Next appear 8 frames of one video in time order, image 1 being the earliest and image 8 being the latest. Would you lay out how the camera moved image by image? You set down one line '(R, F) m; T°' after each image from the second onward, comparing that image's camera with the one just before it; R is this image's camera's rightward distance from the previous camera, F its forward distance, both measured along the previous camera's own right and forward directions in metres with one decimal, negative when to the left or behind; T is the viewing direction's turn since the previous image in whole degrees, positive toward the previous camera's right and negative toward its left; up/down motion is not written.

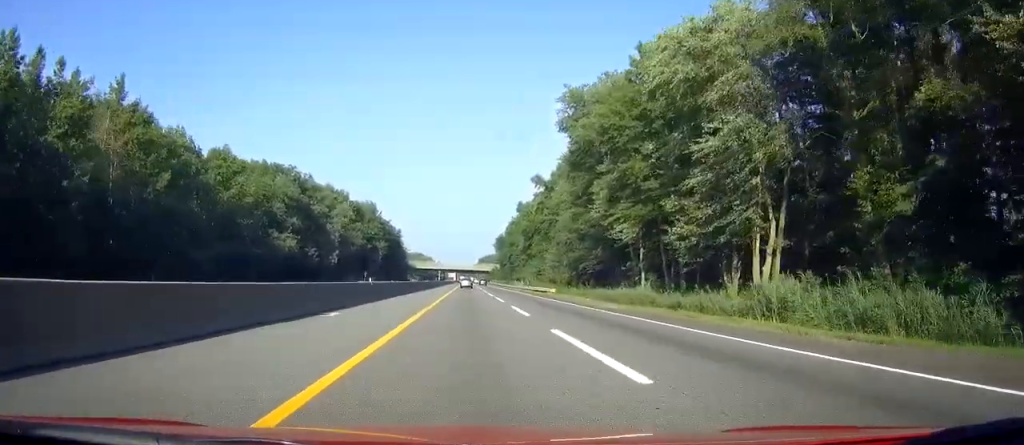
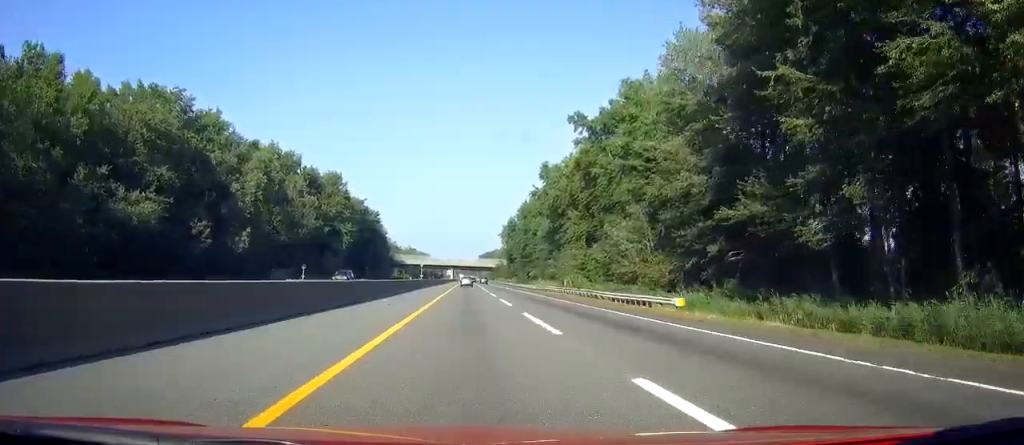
(-0.2, +53.5) m; 0°
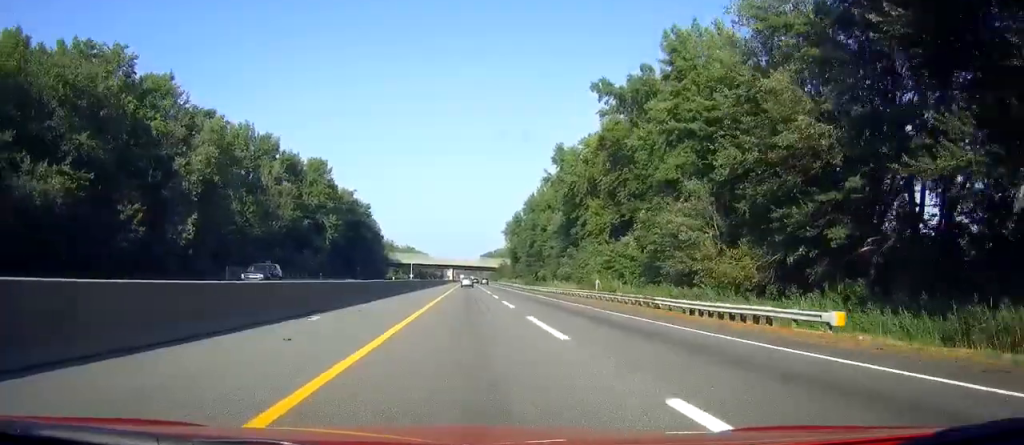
(0.0, +16.4) m; 0°
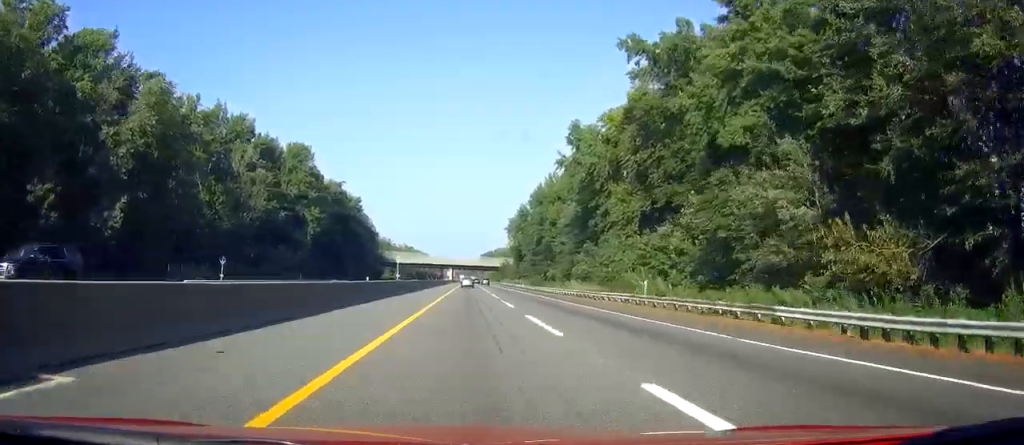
(-0.1, +14.3) m; 0°
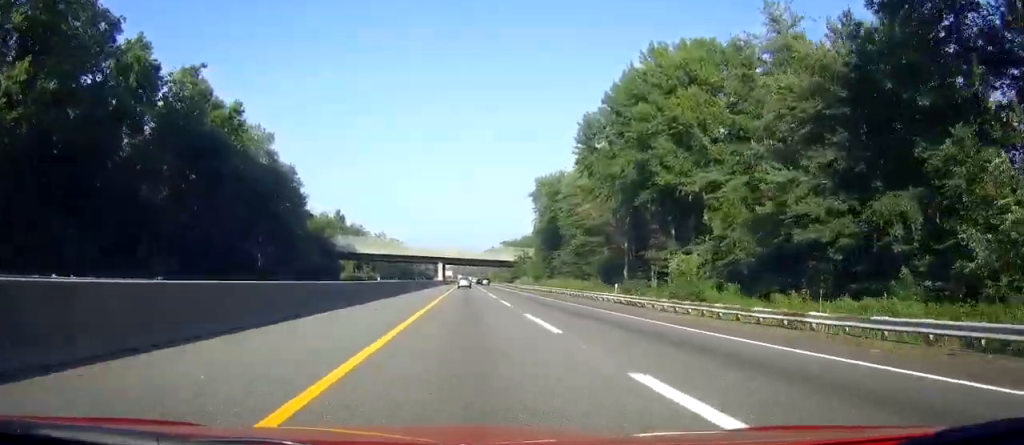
(0.0, +74.7) m; 0°
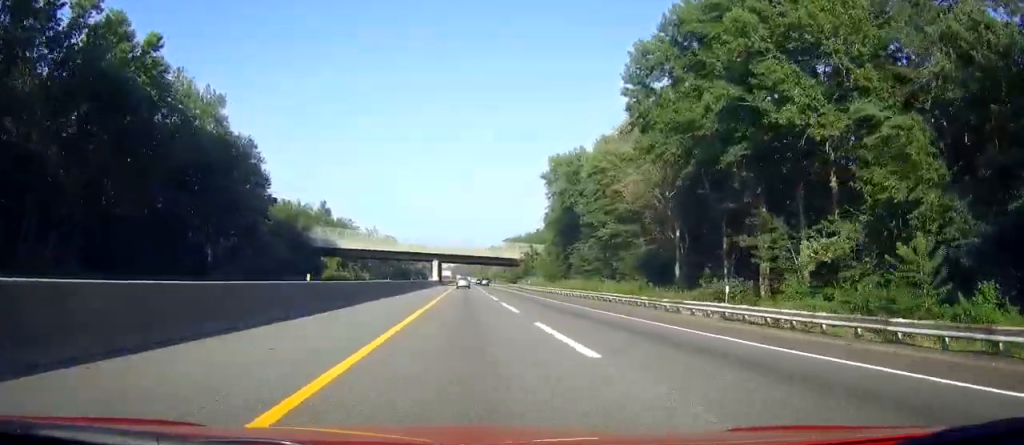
(0.0, +19.8) m; 0°
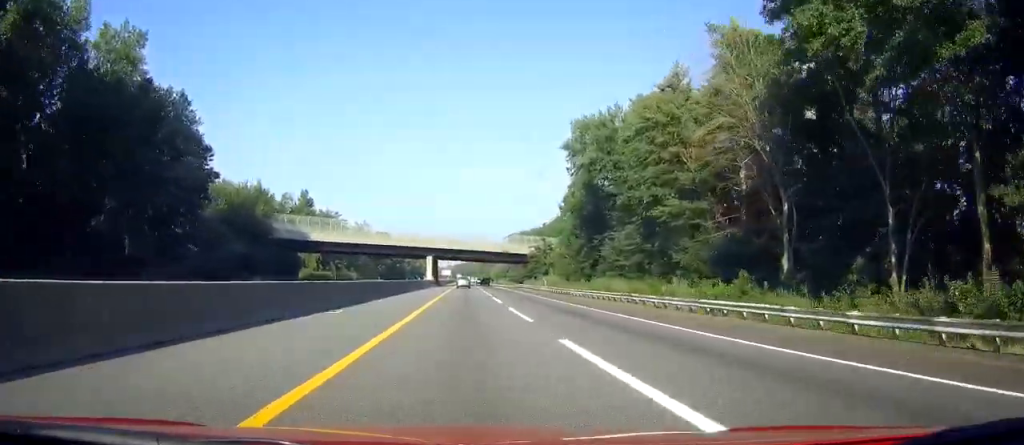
(0.0, +21.0) m; 0°
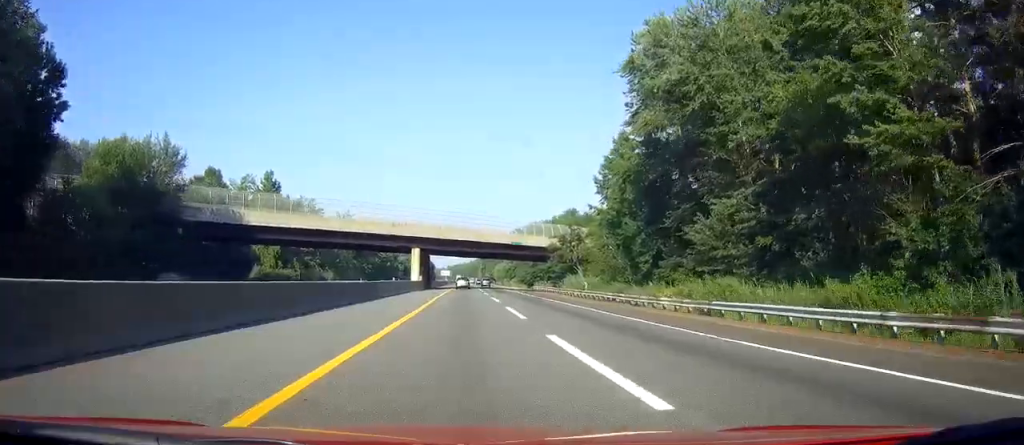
(0.0, +28.7) m; 0°
